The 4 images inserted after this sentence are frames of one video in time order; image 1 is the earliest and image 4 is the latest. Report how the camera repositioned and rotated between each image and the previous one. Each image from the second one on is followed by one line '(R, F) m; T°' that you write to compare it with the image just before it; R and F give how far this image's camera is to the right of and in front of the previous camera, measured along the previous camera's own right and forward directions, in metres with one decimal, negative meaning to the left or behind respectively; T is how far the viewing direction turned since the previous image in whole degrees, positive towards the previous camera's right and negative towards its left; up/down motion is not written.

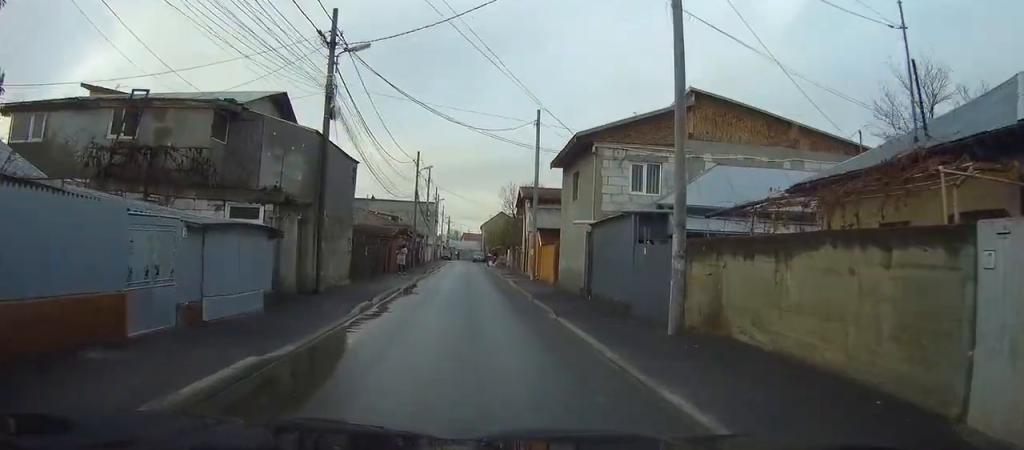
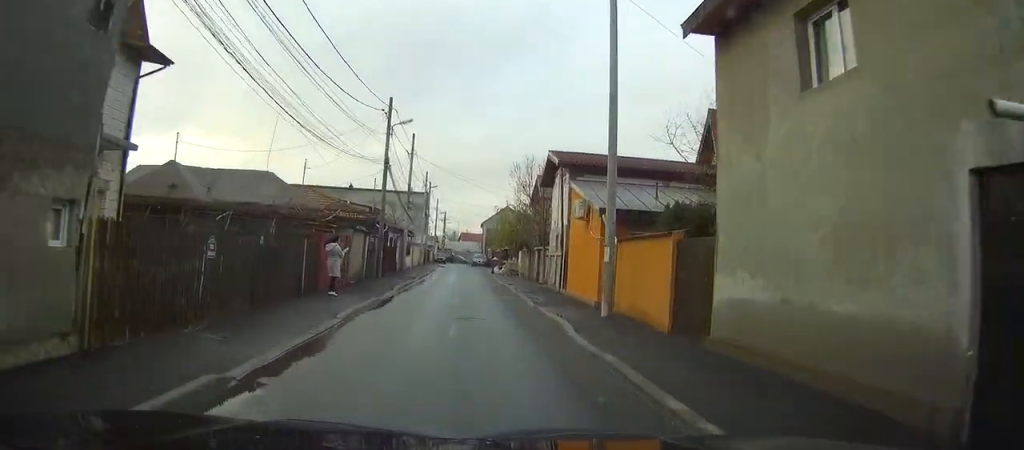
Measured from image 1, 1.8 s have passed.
(+0.2, +18.4) m; +1°
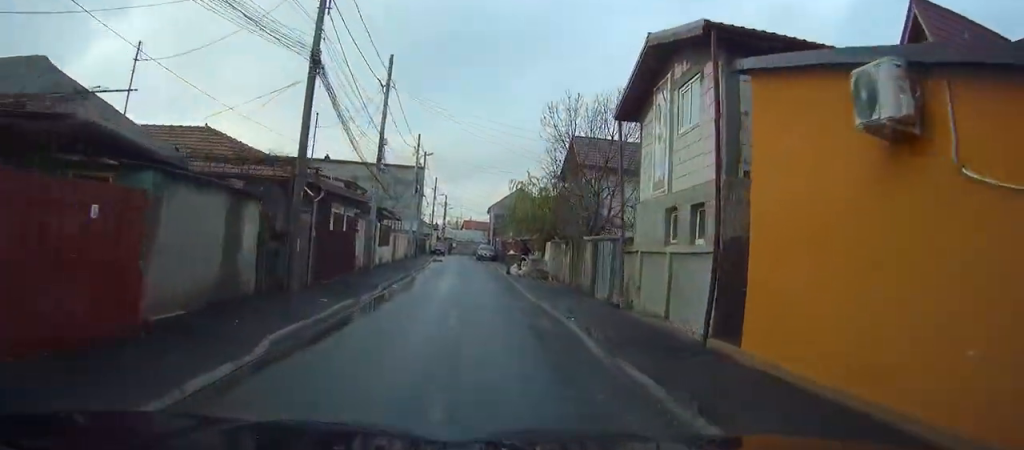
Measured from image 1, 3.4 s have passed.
(+0.1, +16.5) m; 0°
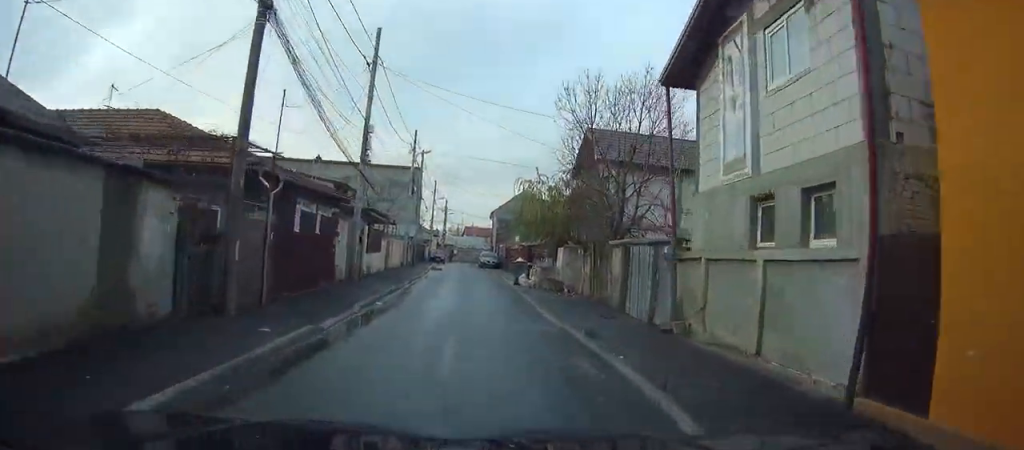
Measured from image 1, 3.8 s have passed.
(0.0, +4.5) m; 0°
